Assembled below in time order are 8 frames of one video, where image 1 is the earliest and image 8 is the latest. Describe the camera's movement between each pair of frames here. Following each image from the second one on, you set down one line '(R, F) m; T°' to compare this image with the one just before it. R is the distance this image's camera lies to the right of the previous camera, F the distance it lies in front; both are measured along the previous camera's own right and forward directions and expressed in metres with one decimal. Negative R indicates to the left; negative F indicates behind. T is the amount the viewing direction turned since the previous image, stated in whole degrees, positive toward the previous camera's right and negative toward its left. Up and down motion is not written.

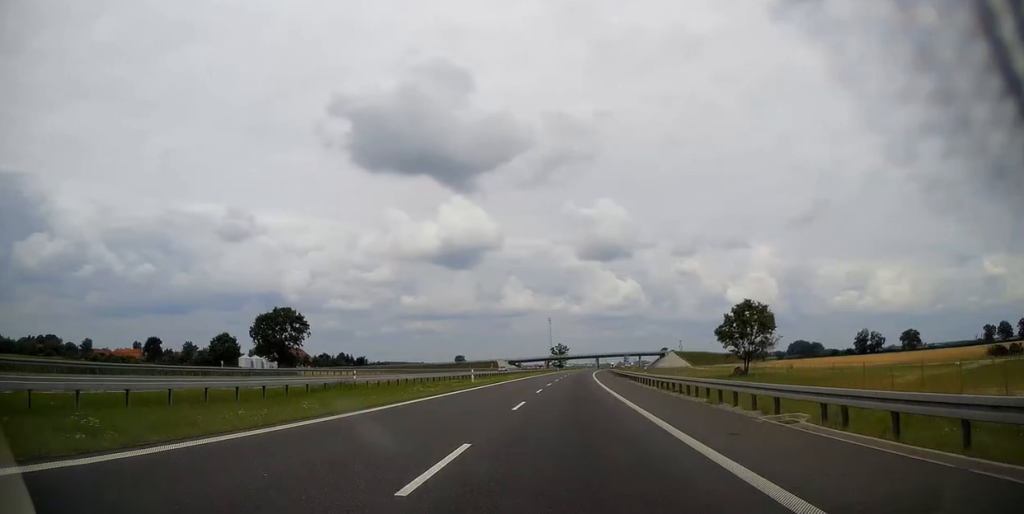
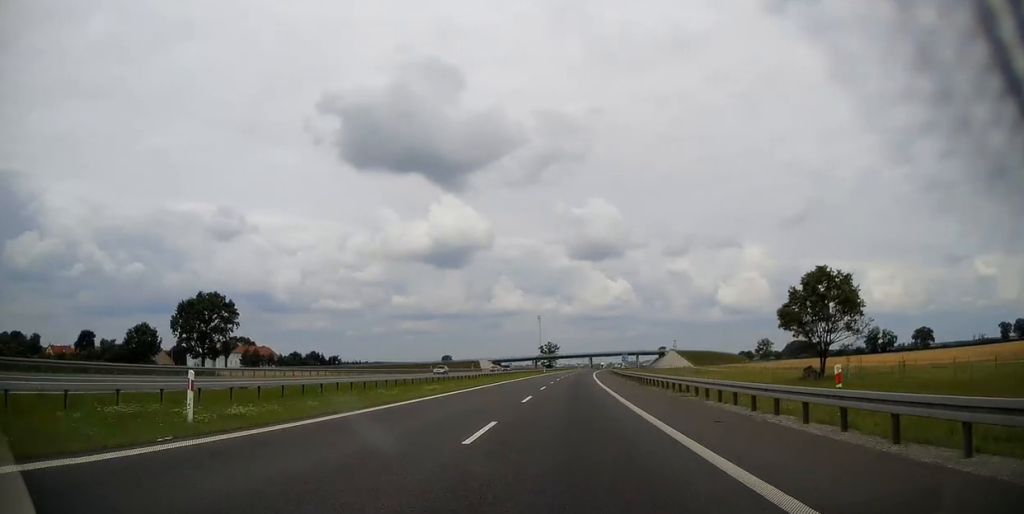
(+0.3, +32.2) m; +1°
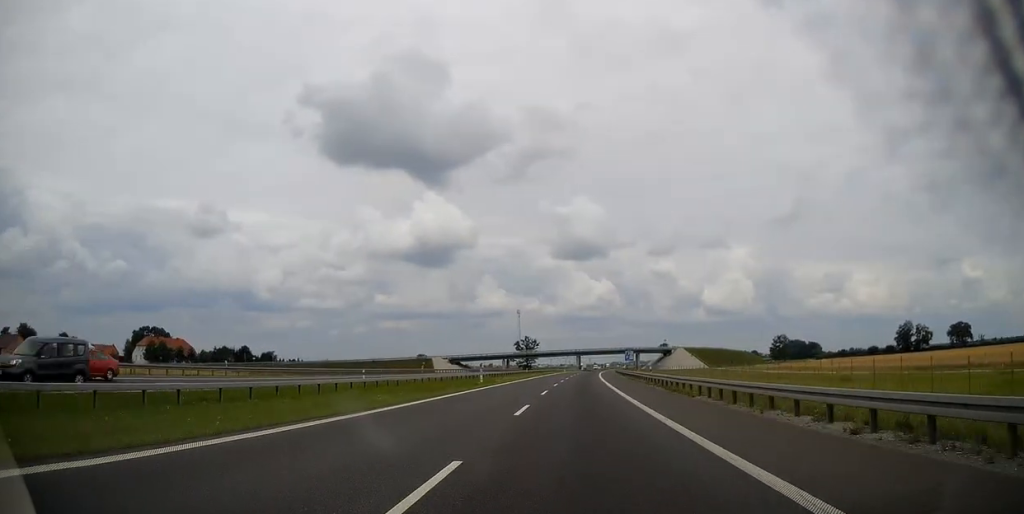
(+0.9, +66.8) m; +2°
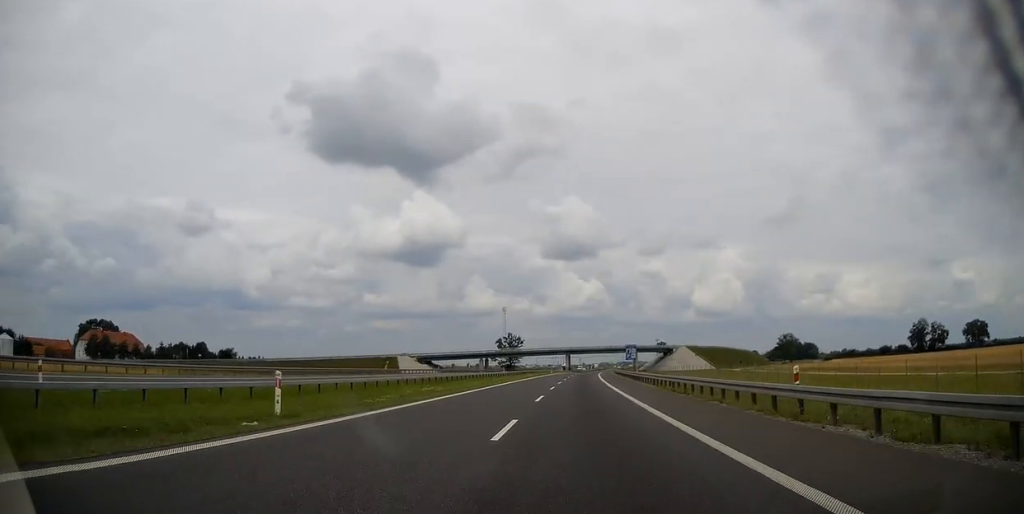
(+0.2, +30.0) m; +1°
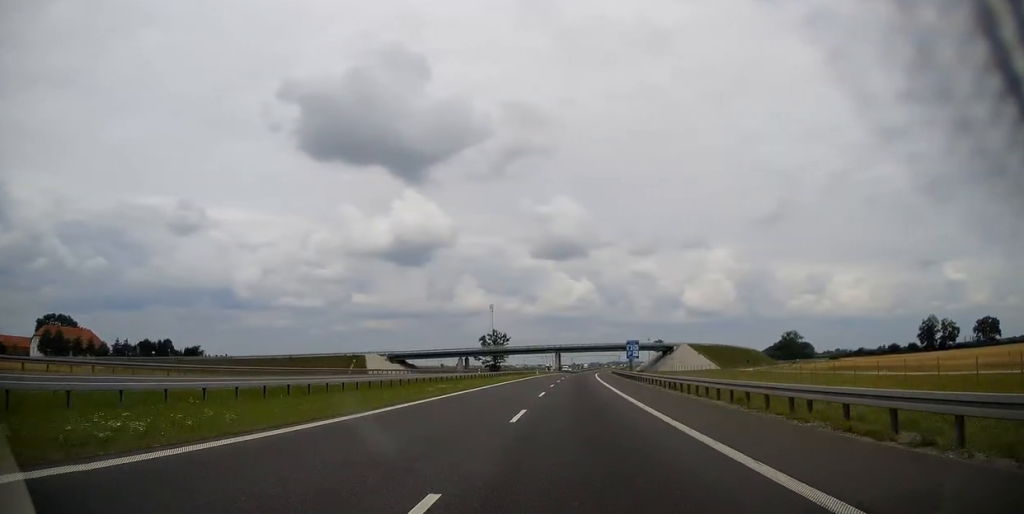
(+0.1, +20.7) m; +1°
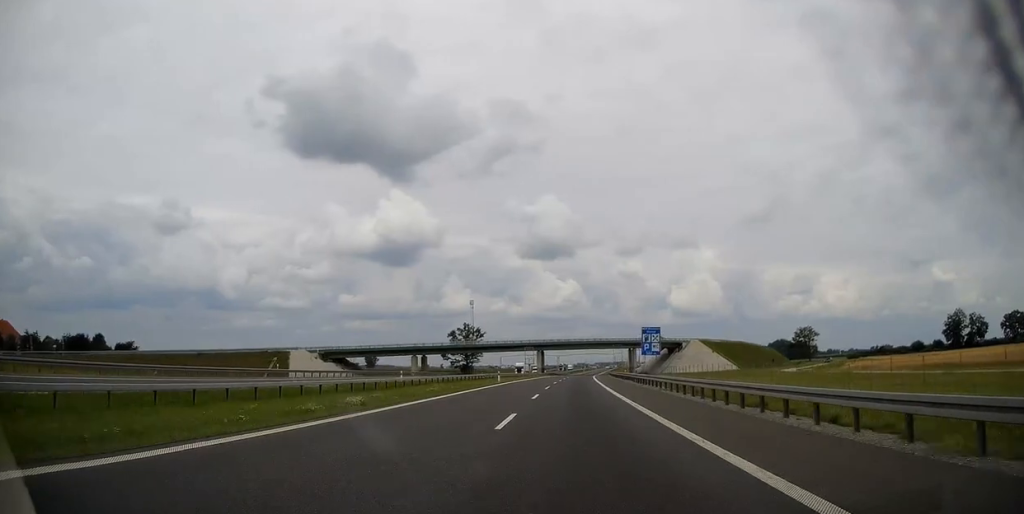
(+0.4, +38.1) m; +1°
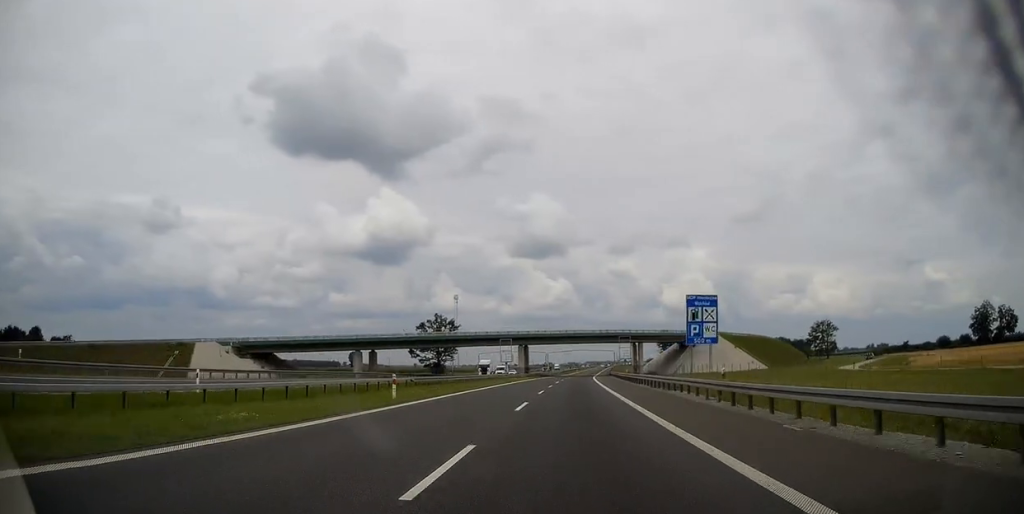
(+0.3, +31.3) m; +1°
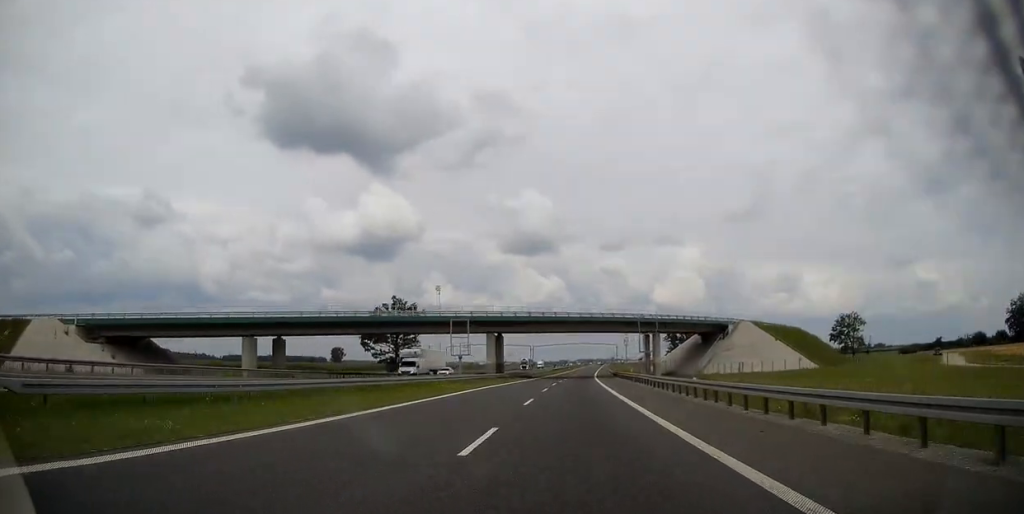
(+0.3, +33.6) m; +1°
